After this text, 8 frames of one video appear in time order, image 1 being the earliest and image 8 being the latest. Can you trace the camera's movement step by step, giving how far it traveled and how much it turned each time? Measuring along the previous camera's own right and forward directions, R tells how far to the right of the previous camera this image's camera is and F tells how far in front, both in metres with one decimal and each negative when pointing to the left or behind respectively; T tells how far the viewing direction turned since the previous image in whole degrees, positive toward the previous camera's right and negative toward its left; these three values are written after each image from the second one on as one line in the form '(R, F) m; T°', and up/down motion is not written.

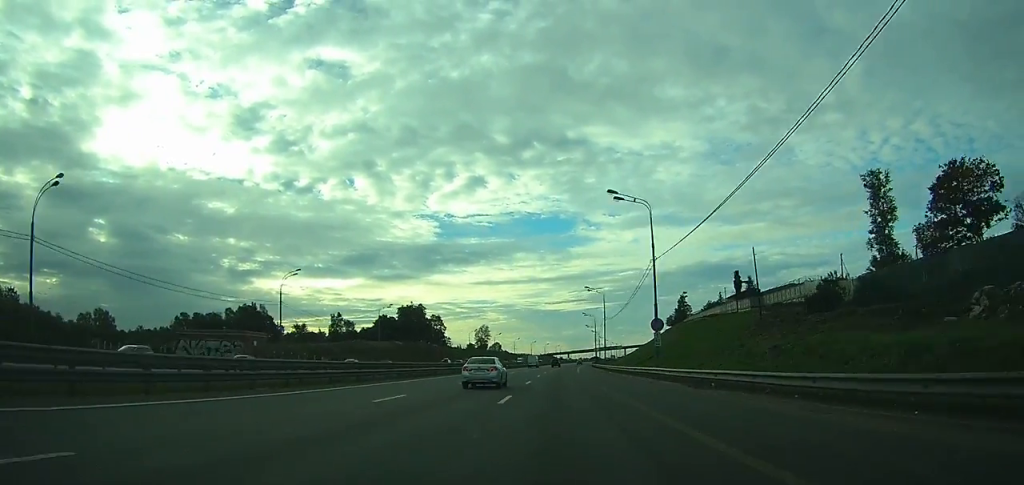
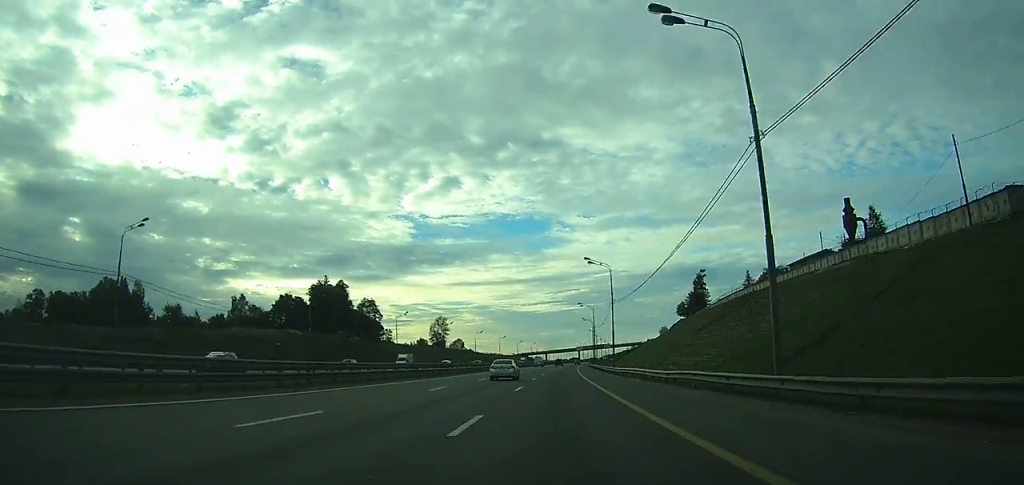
(+1.7, +75.7) m; +2°
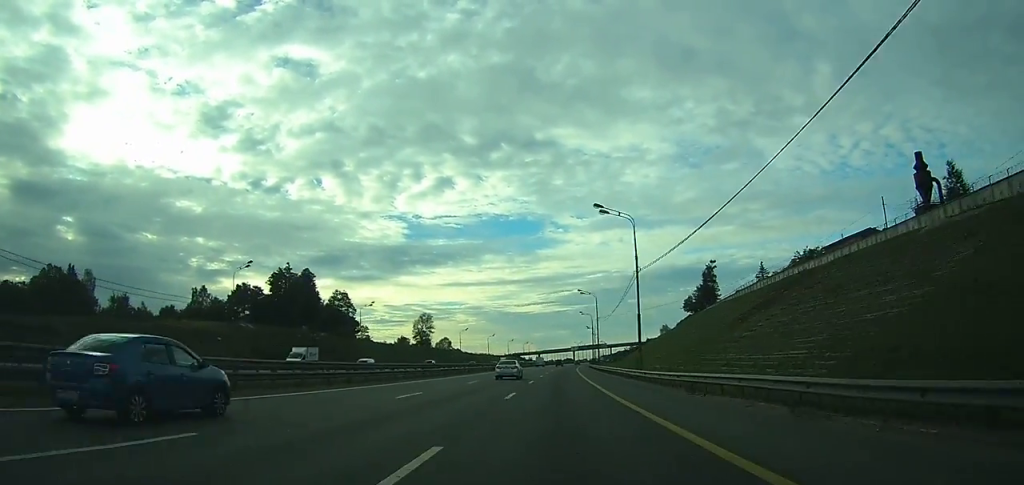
(+0.1, +21.3) m; +1°
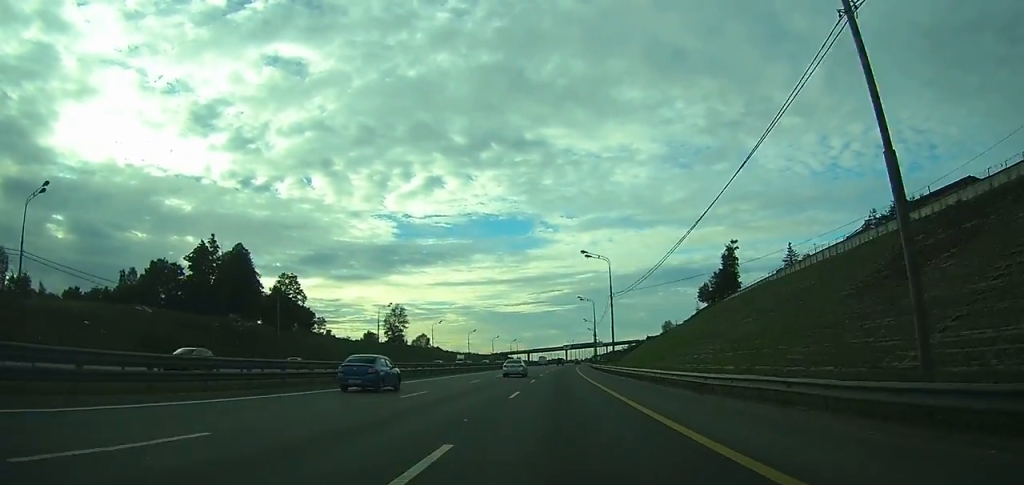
(+0.3, +30.2) m; +1°
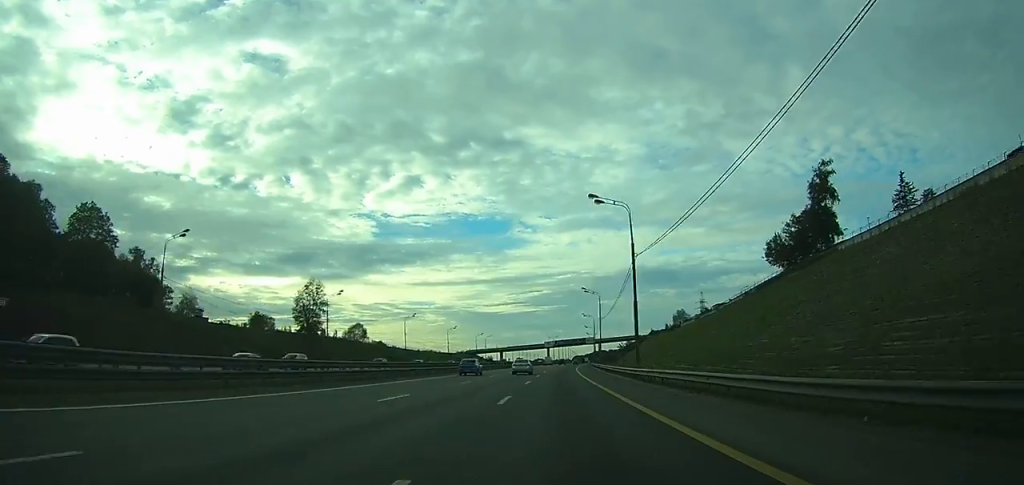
(+0.8, +63.0) m; +1°
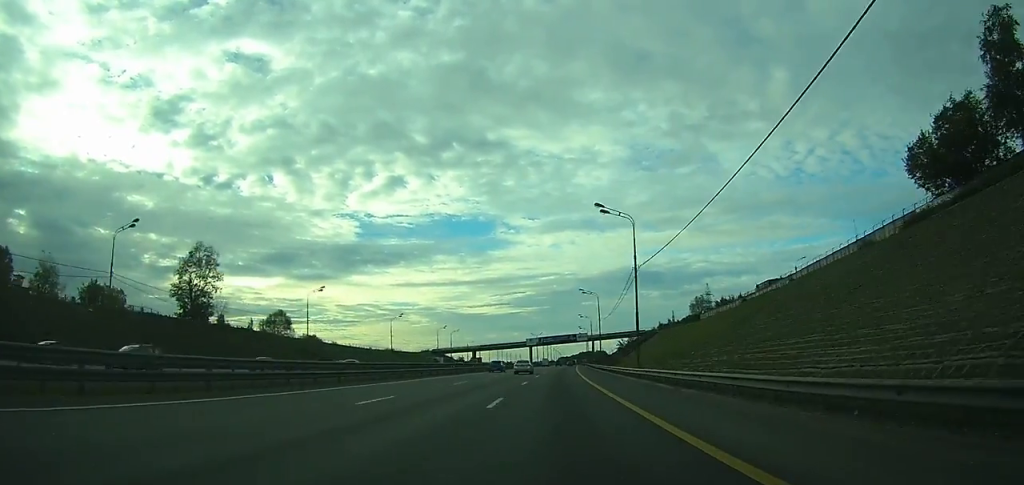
(+0.5, +45.1) m; +1°
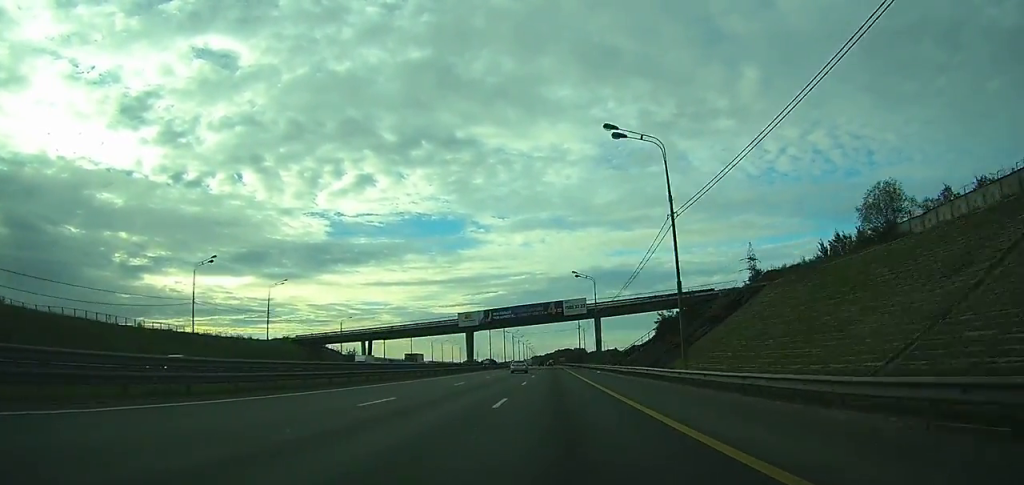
(+3.7, +108.4) m; +3°
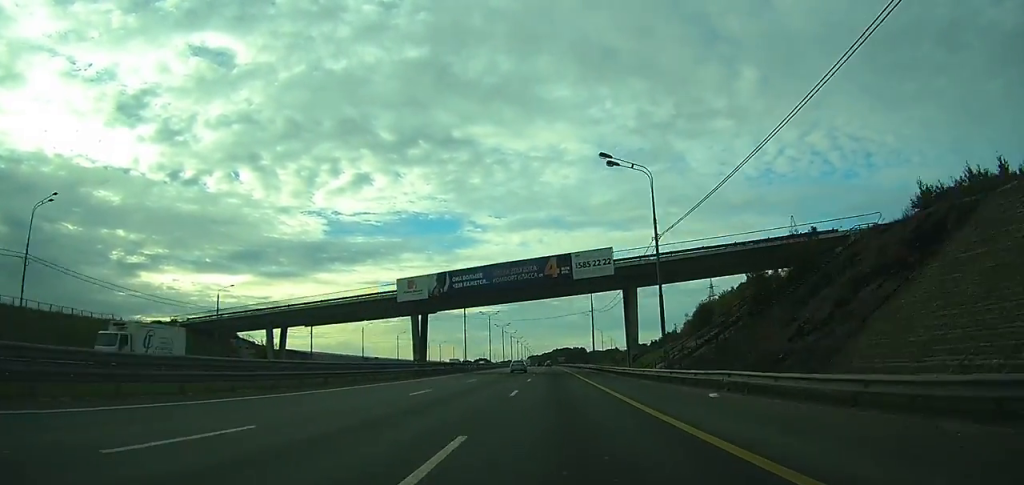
(+0.4, +45.3) m; 0°
